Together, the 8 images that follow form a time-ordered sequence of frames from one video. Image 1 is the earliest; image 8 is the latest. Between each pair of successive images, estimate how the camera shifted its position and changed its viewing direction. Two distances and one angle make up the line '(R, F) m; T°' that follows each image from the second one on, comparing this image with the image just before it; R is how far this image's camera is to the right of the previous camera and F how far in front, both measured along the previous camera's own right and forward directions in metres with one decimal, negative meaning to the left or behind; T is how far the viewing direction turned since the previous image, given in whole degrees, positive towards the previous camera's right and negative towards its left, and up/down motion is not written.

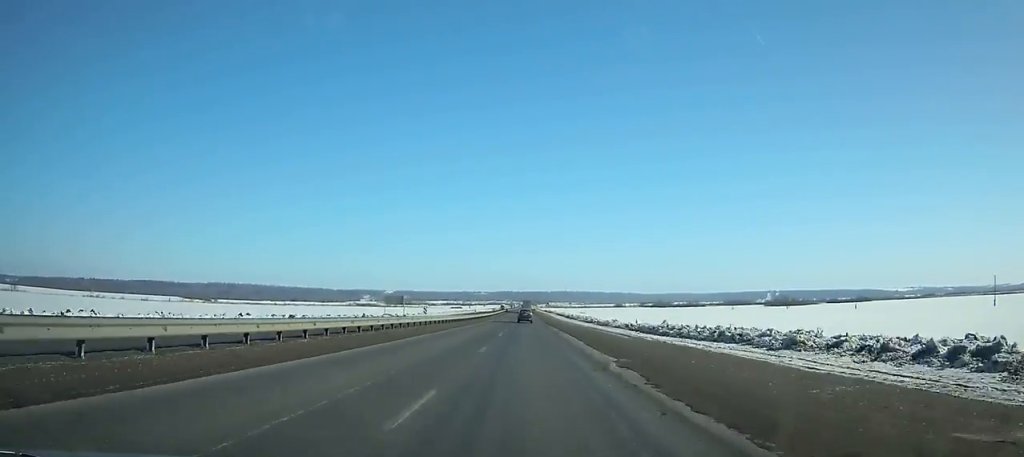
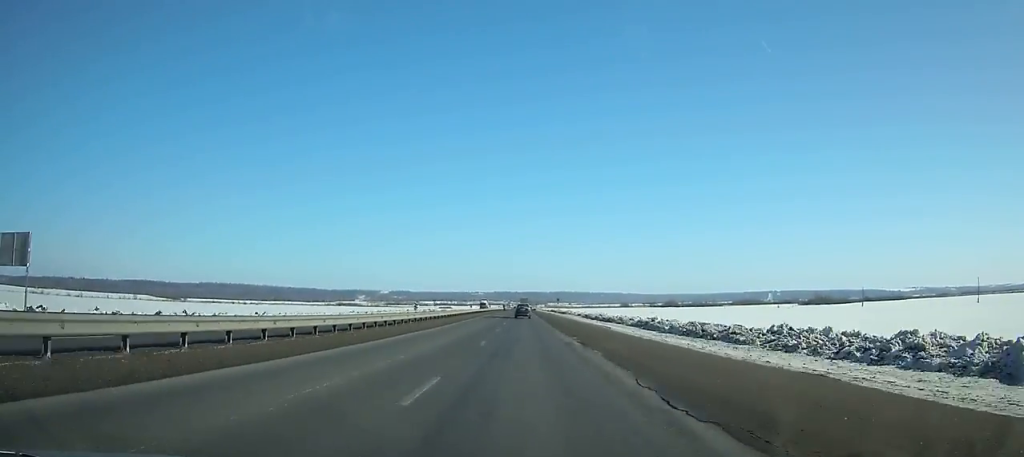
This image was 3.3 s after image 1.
(0.0, +81.5) m; 0°
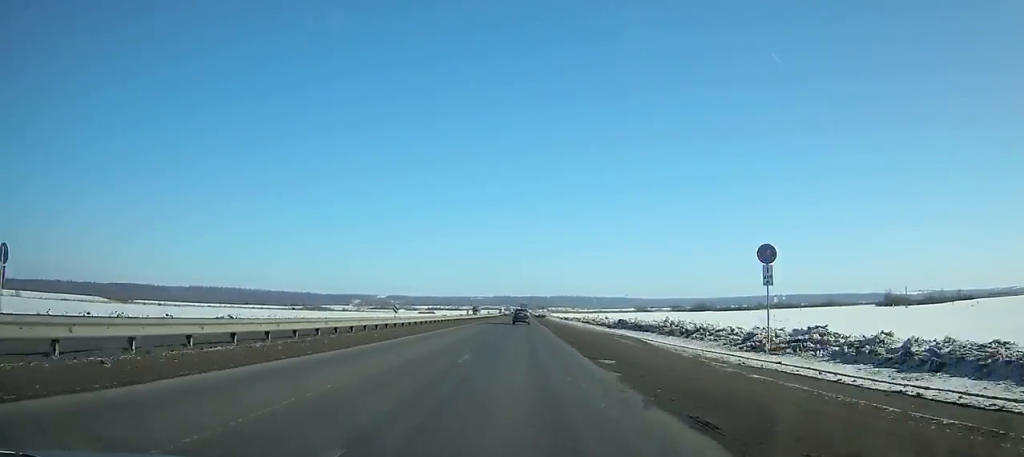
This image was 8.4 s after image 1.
(+0.2, +125.0) m; 0°
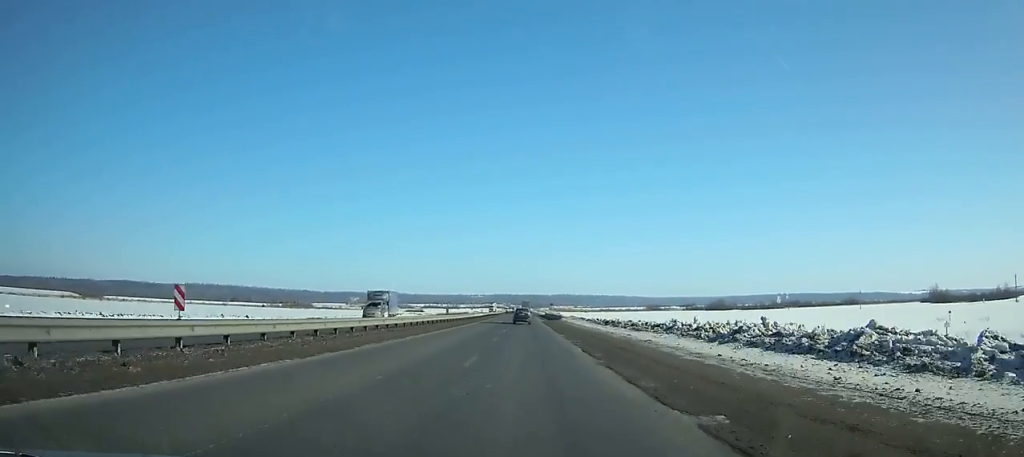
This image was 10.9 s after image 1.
(0.0, +60.5) m; 0°
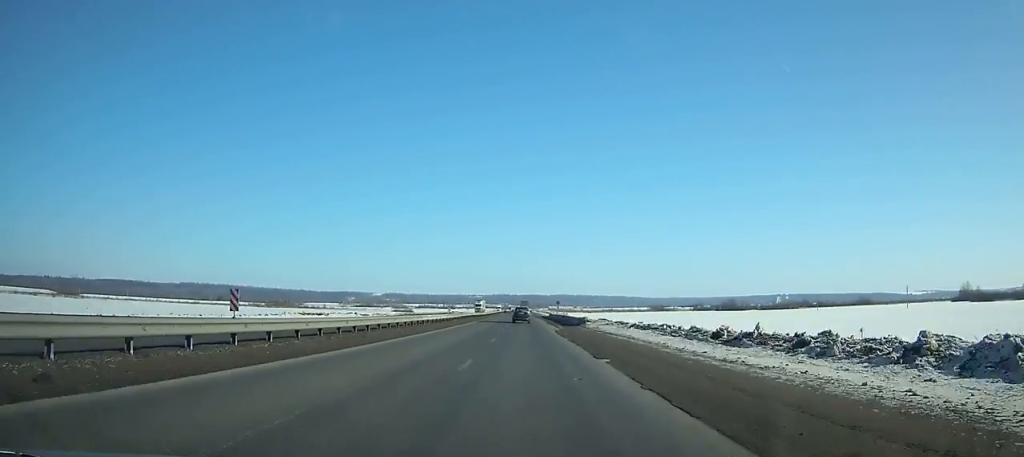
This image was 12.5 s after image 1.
(0.0, +38.6) m; 0°
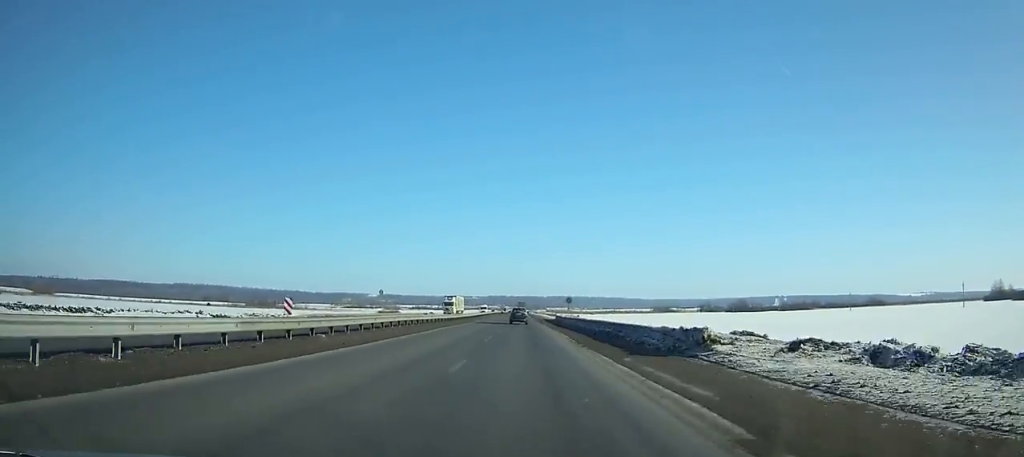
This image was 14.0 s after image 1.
(0.0, +36.1) m; 0°
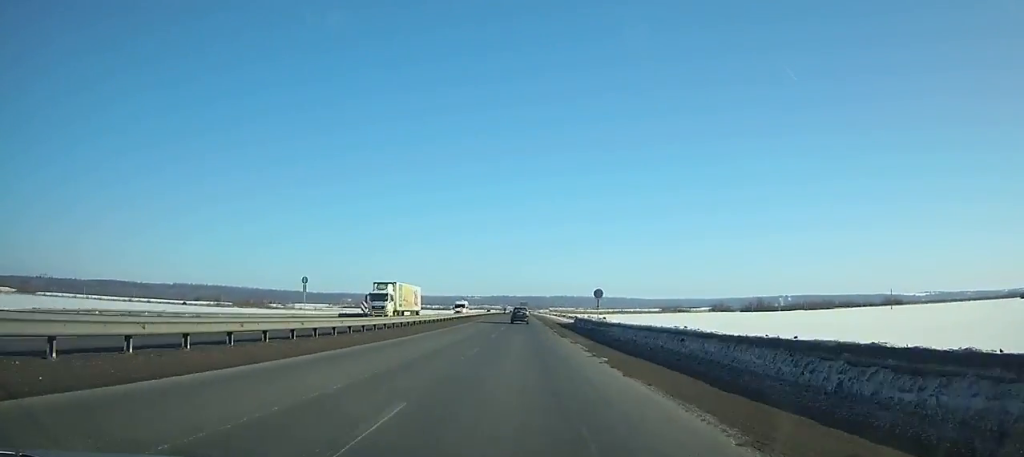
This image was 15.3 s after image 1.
(0.0, +31.3) m; 0°
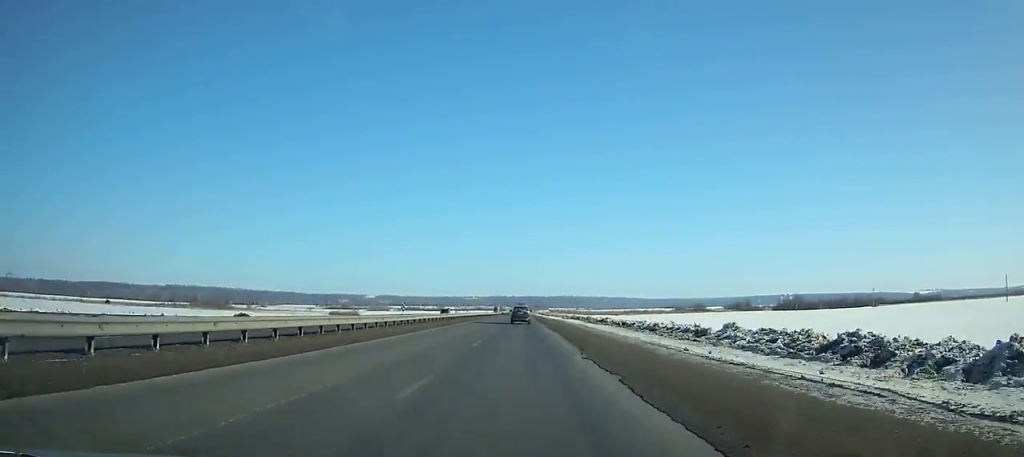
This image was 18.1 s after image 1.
(+0.1, +67.4) m; 0°
